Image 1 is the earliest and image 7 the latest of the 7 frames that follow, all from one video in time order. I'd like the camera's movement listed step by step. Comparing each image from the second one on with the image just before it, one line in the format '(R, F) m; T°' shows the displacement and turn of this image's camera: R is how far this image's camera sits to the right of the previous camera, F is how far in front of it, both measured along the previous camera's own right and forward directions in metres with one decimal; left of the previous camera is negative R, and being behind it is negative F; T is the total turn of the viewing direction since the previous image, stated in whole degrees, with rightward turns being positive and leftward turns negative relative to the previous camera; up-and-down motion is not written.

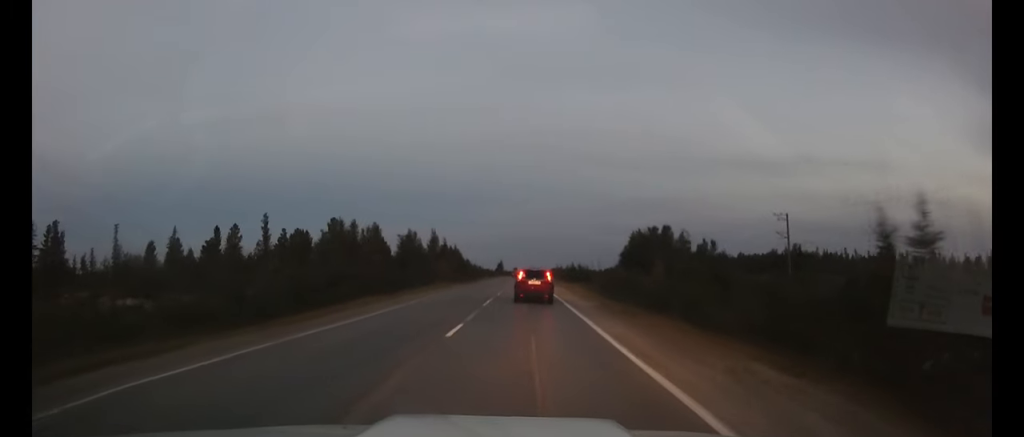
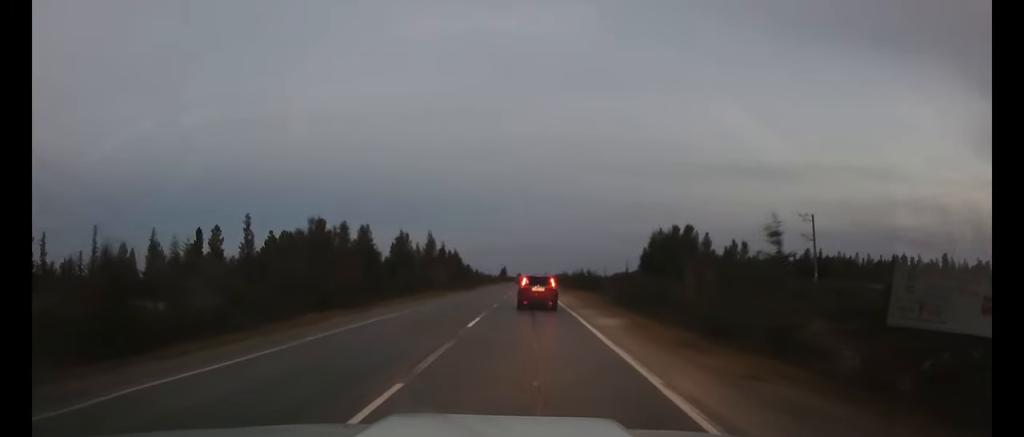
(0.0, +8.0) m; 0°
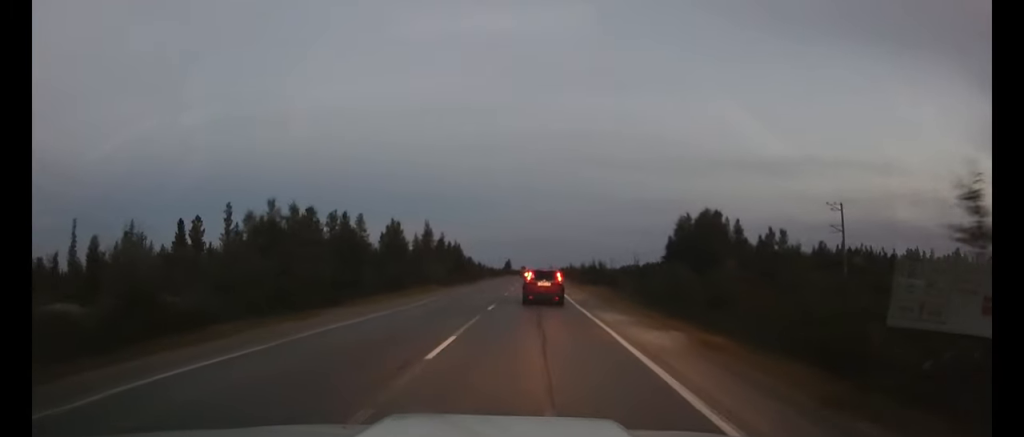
(0.0, +7.3) m; 0°
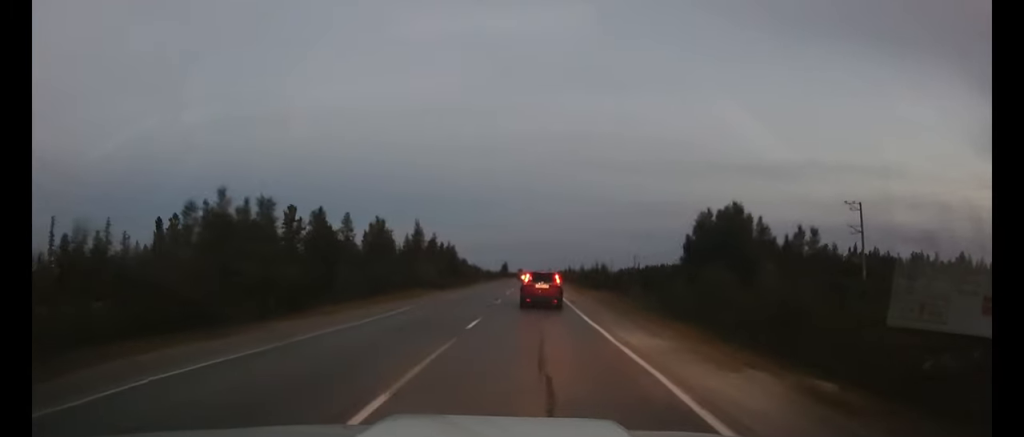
(0.0, +5.6) m; 0°
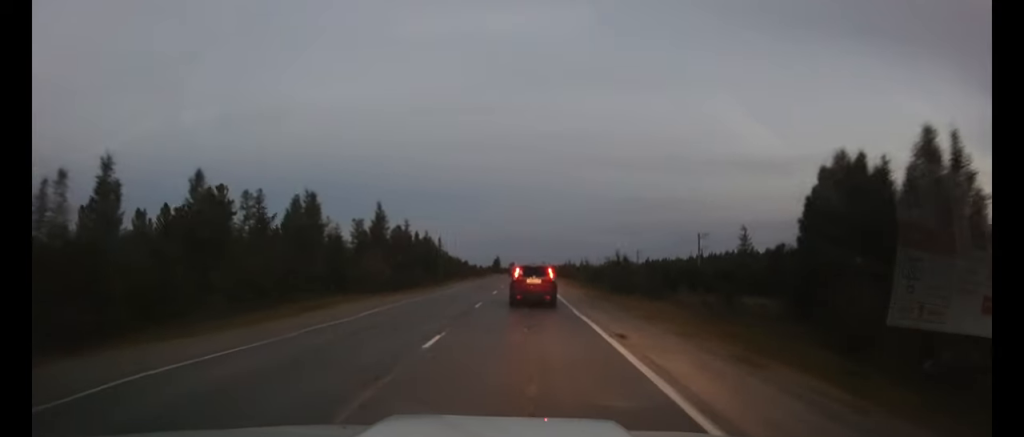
(0.0, +17.7) m; +1°
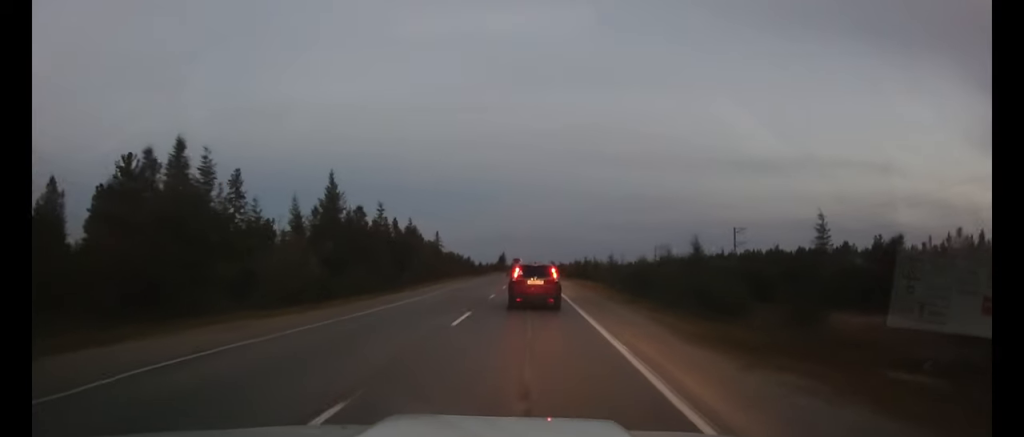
(+0.1, +18.0) m; 0°
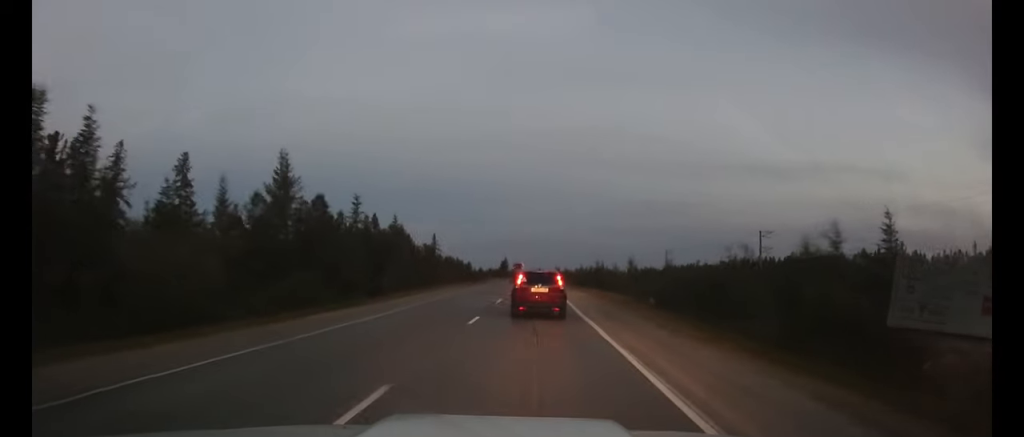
(-0.1, +11.0) m; -1°
